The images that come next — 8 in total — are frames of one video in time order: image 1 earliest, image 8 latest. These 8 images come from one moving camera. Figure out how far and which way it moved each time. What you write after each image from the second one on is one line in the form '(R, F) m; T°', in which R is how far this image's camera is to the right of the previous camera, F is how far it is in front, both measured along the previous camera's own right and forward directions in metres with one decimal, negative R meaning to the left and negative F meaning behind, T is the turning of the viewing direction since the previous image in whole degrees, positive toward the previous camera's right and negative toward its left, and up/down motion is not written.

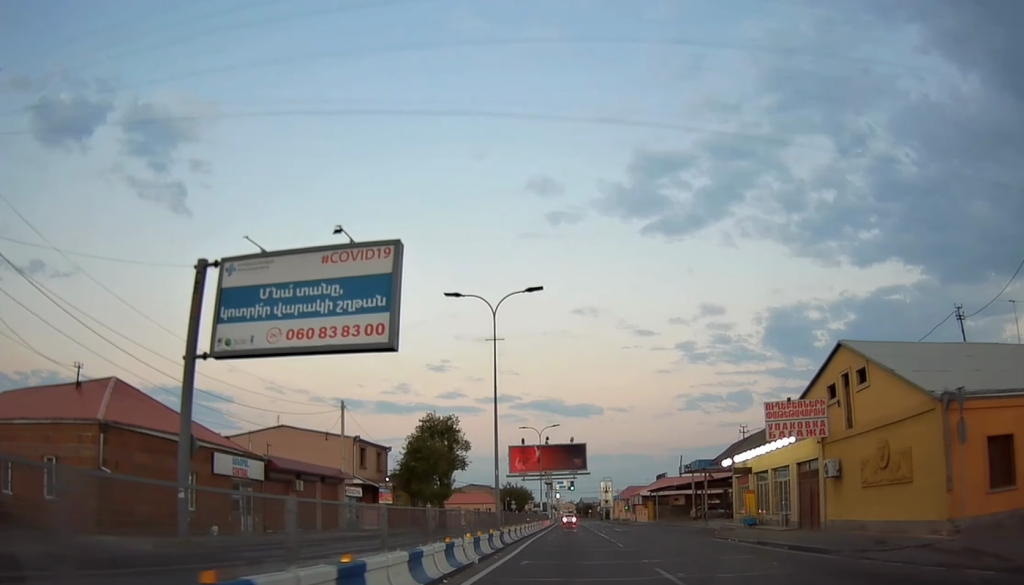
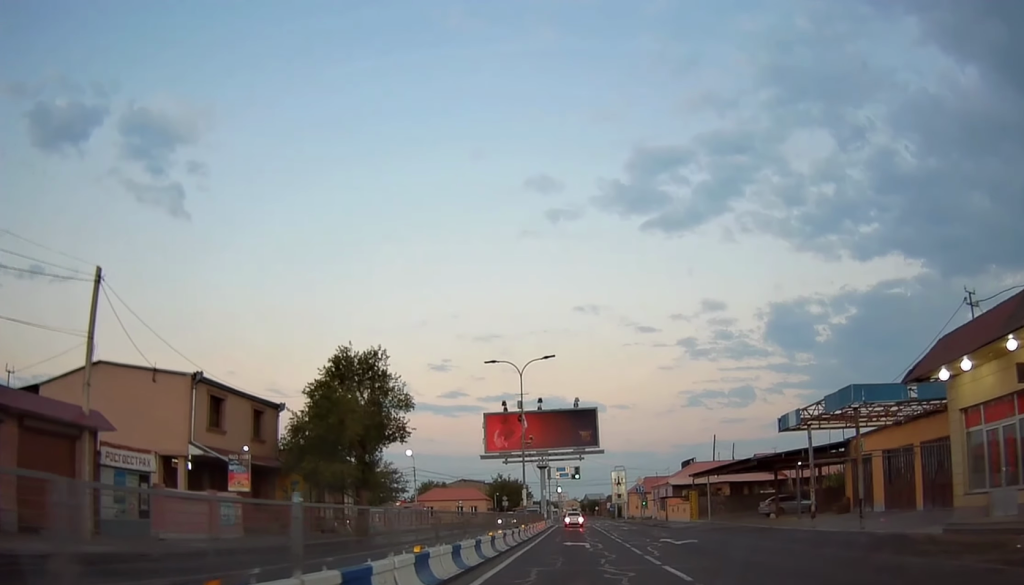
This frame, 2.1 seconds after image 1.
(-0.2, +26.5) m; 0°
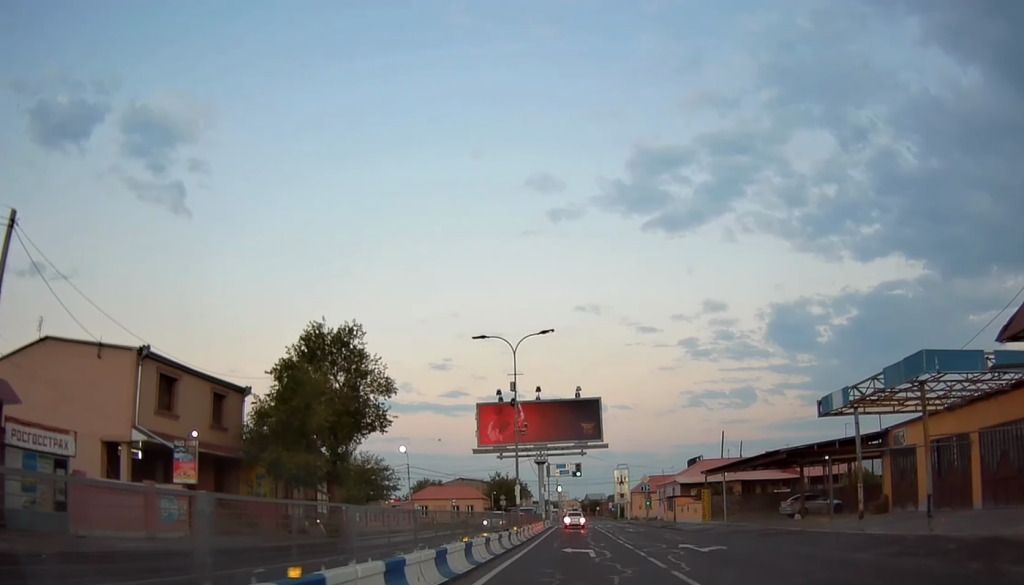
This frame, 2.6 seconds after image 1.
(+0.1, +5.2) m; 0°
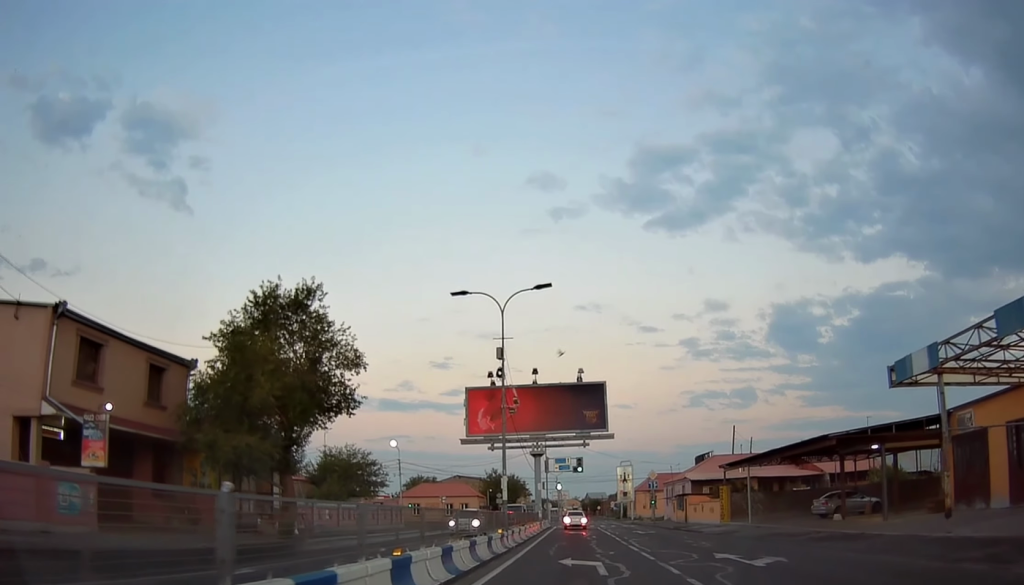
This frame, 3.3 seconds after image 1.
(0.0, +6.2) m; -1°
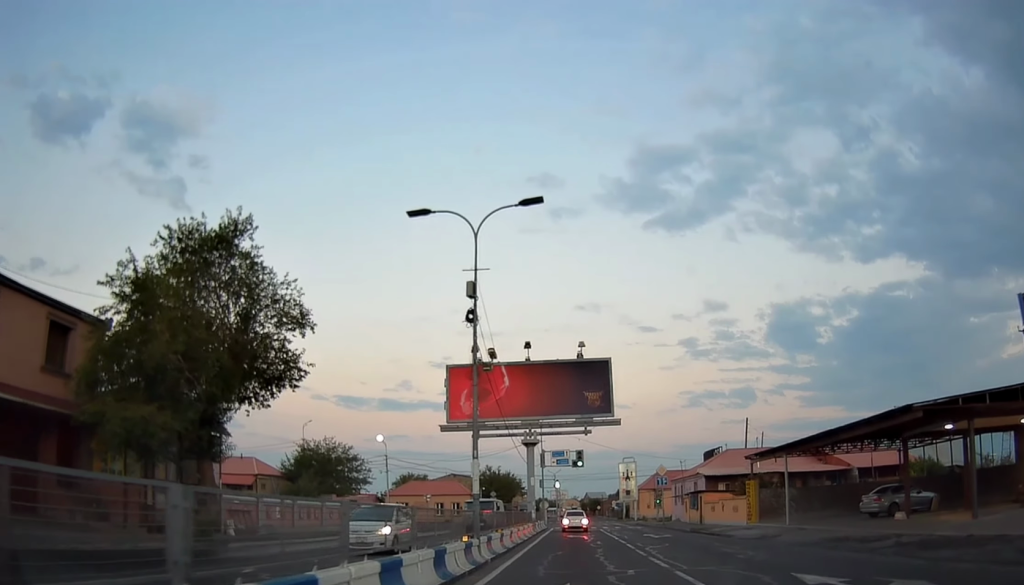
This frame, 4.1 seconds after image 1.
(-0.1, +7.0) m; -1°
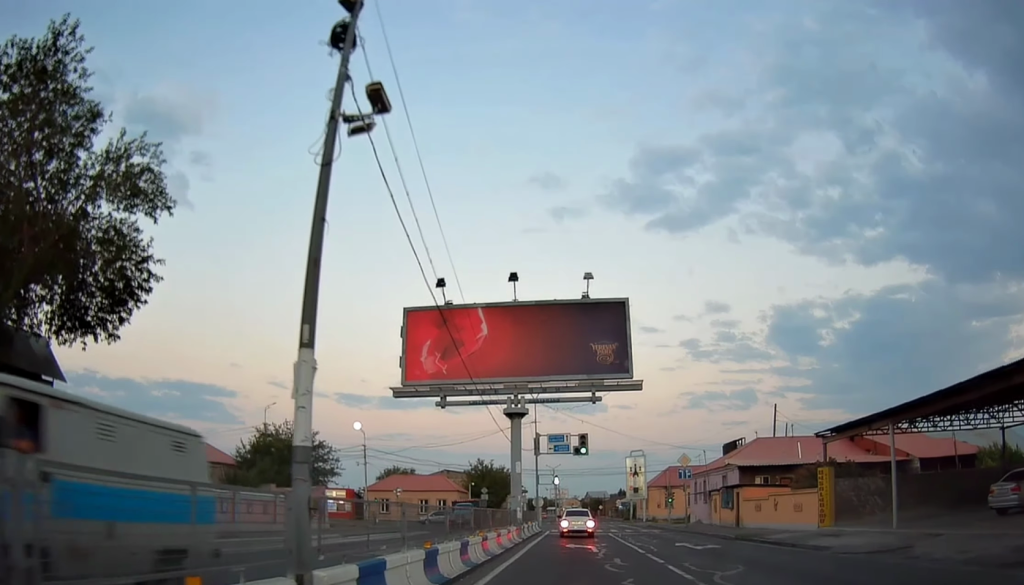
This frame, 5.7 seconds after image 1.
(-0.2, +11.0) m; -2°
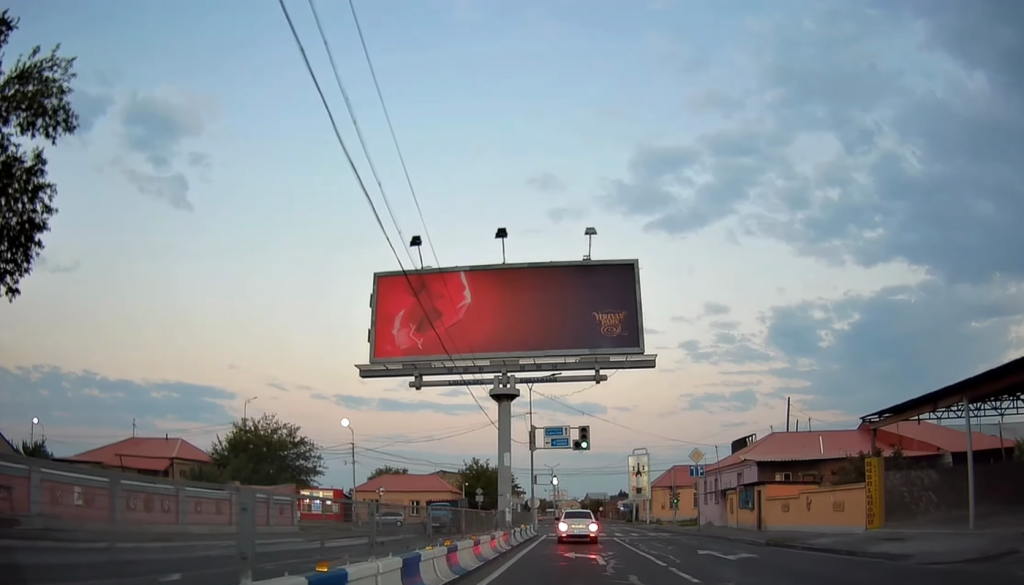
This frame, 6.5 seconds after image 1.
(0.0, +4.5) m; -2°
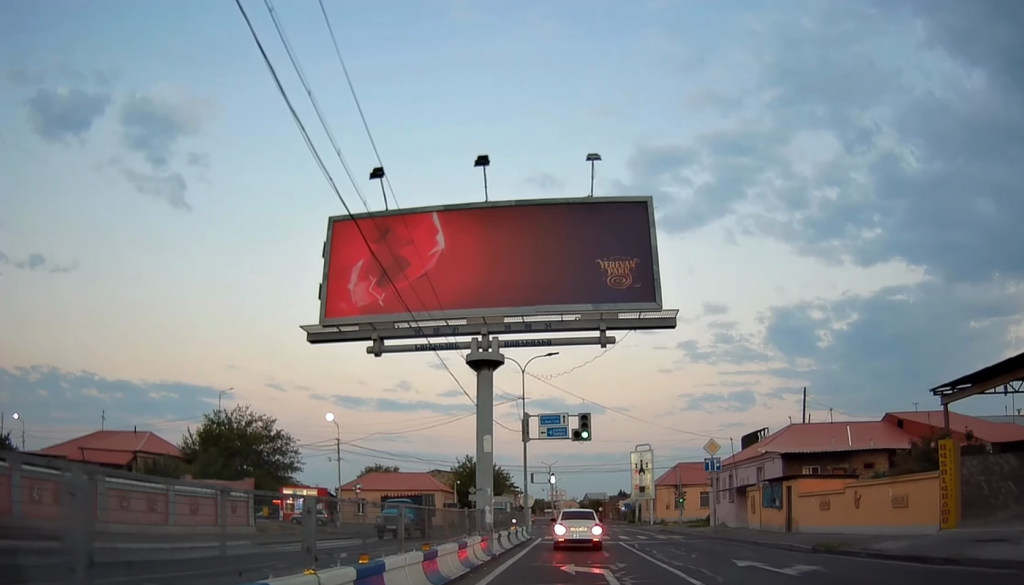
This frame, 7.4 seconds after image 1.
(-0.2, +4.5) m; +4°
